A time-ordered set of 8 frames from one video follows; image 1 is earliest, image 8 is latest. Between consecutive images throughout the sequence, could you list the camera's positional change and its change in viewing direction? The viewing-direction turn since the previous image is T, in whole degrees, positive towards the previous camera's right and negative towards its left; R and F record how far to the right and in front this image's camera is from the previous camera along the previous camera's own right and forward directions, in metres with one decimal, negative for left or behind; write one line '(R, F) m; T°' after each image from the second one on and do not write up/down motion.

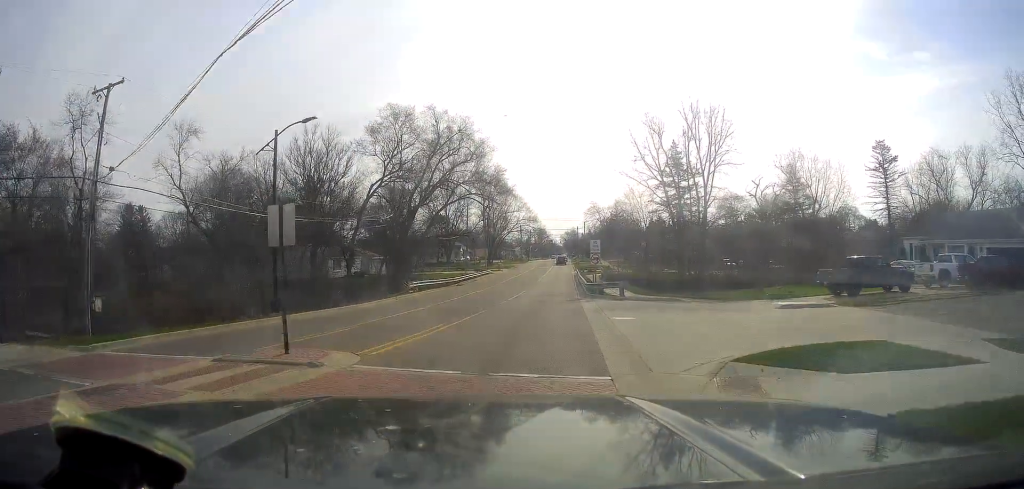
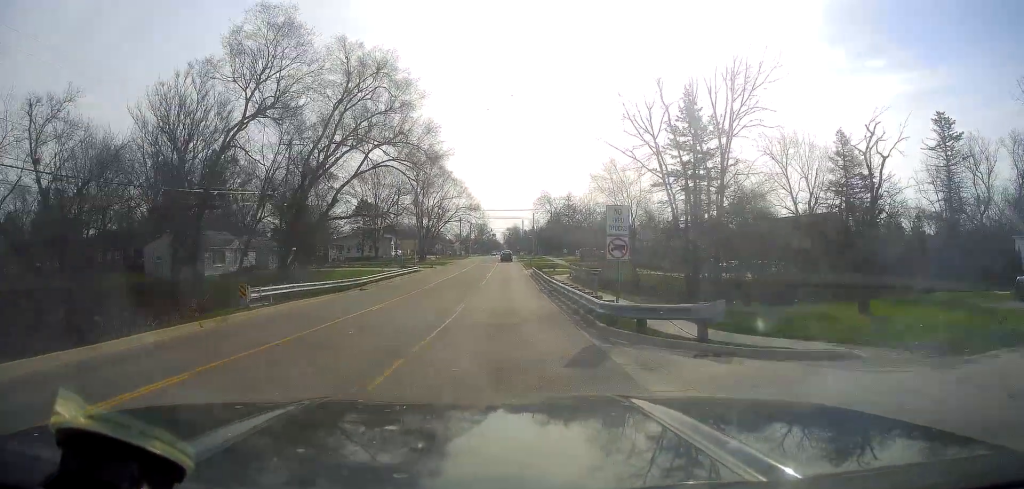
(+1.1, +18.4) m; +7°
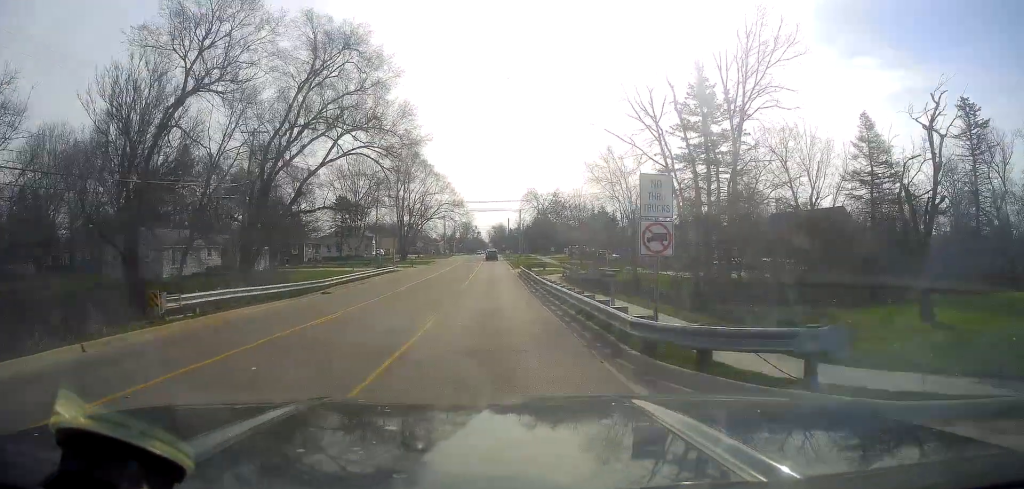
(+0.1, +5.1) m; +2°
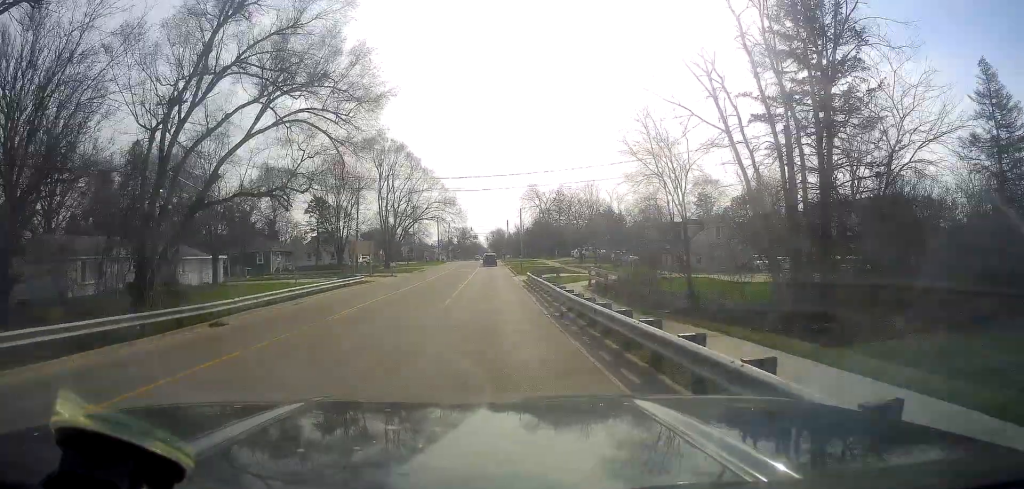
(+0.4, +12.5) m; +2°
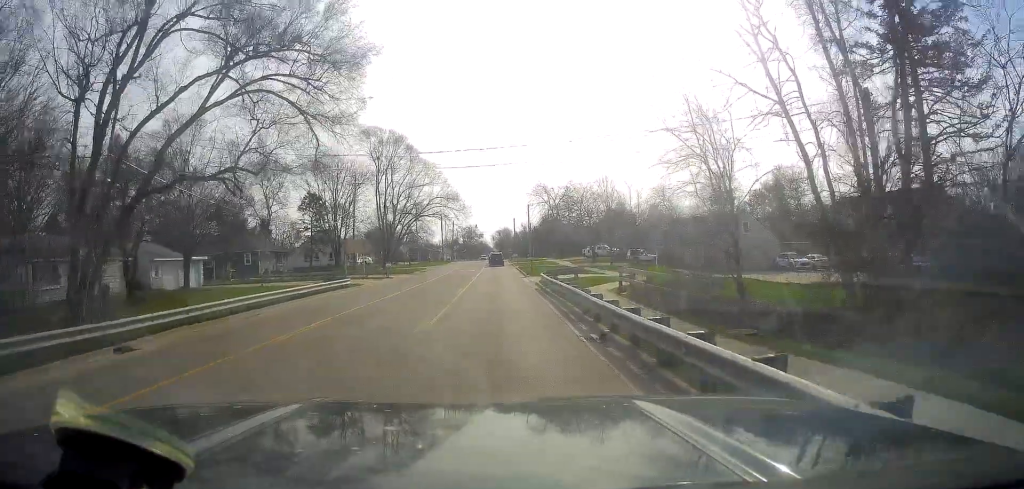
(+0.1, +5.7) m; 0°
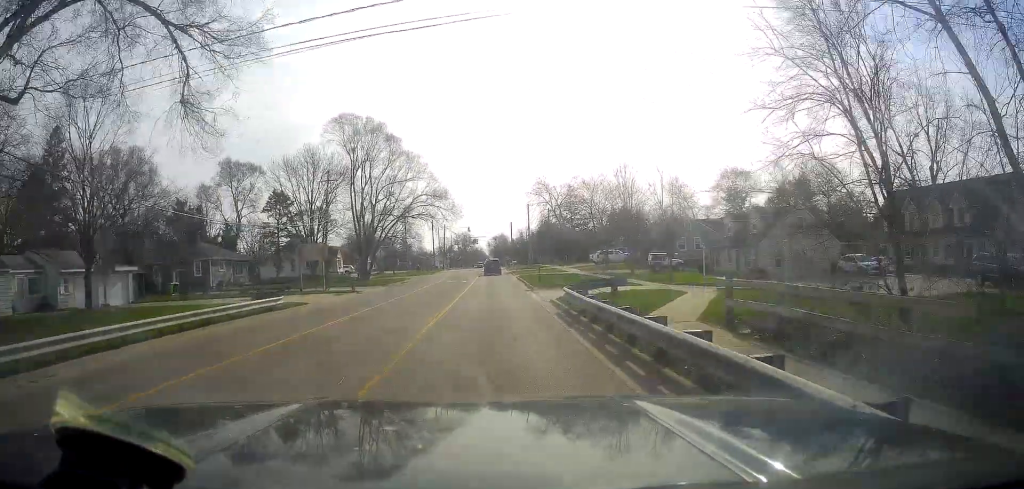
(-0.3, +11.4) m; 0°
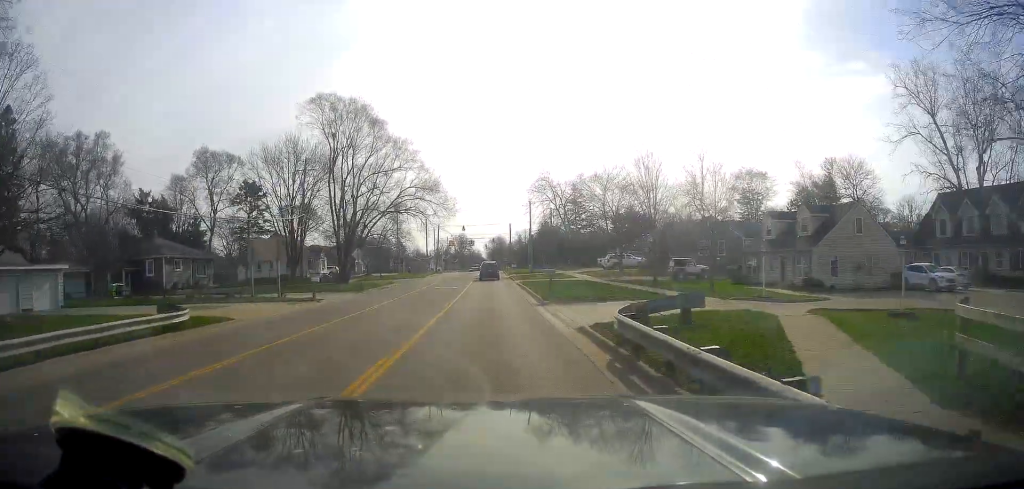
(+0.3, +8.4) m; 0°
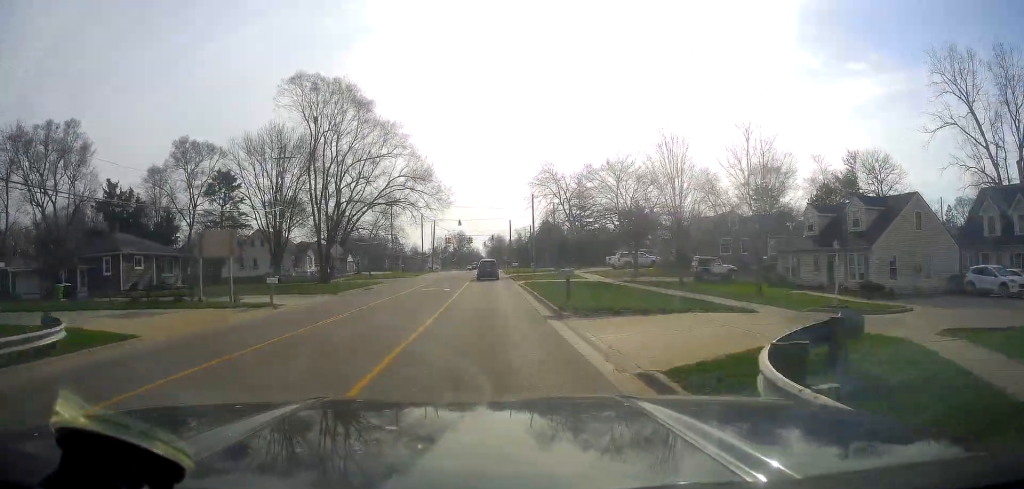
(-0.3, +6.4) m; 0°
